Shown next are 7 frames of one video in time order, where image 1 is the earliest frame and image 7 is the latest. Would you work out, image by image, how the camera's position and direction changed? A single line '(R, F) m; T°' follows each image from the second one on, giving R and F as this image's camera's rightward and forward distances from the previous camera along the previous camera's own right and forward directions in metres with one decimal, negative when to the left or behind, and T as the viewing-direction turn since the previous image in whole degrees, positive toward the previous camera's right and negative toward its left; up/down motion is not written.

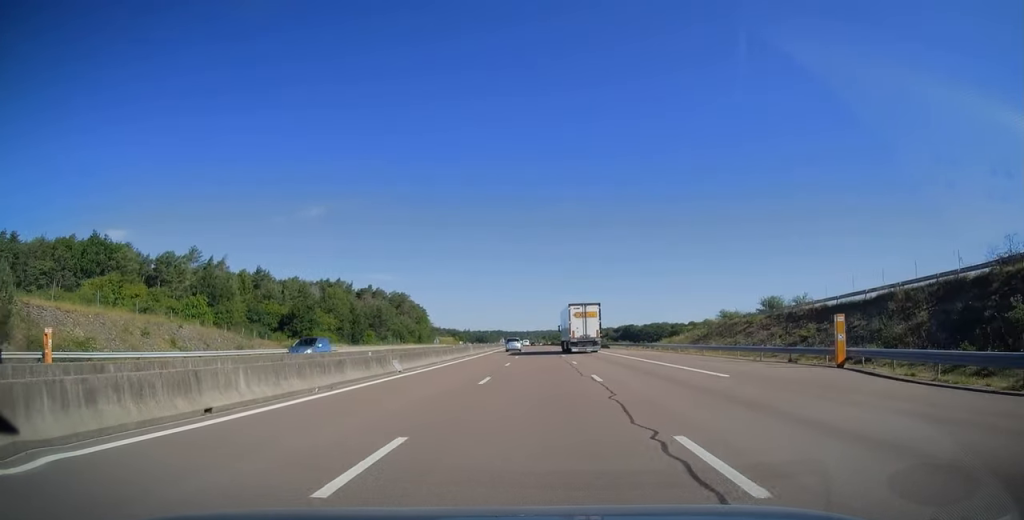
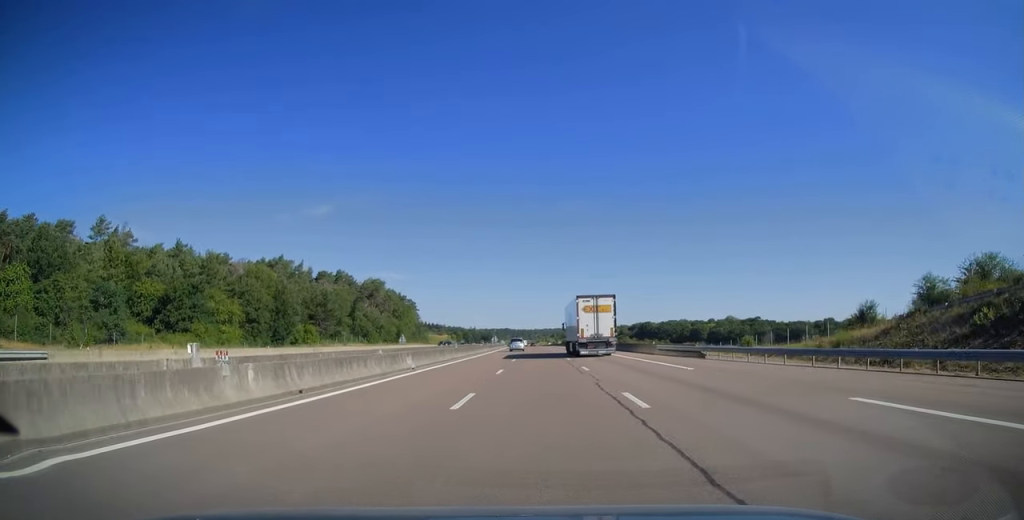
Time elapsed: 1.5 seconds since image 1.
(-0.4, +46.6) m; -1°
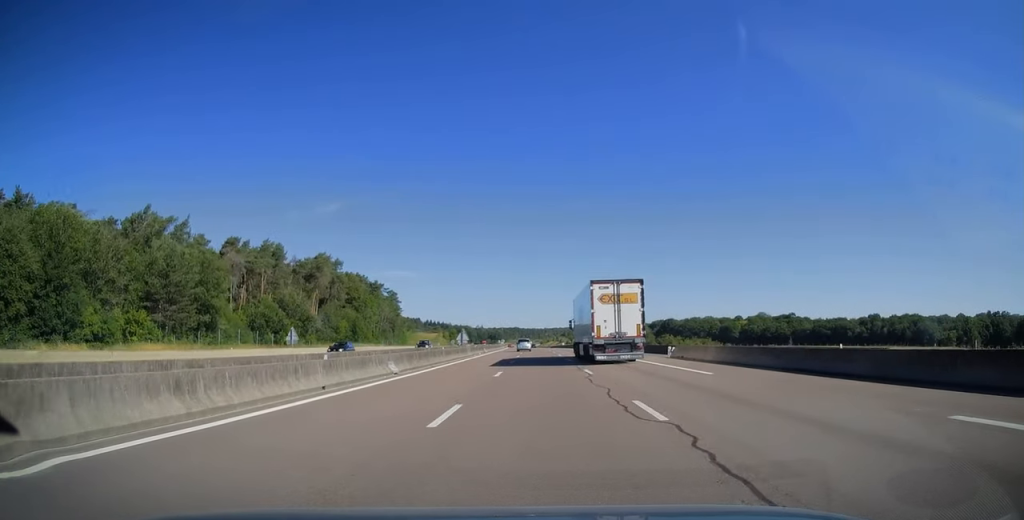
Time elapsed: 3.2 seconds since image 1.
(-0.5, +54.4) m; -1°
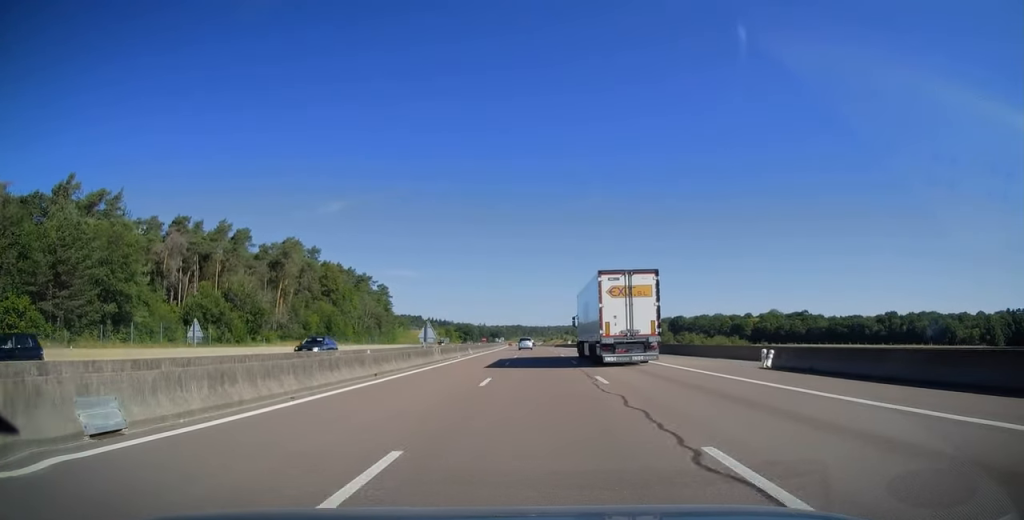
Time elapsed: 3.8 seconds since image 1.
(-0.1, +18.6) m; 0°
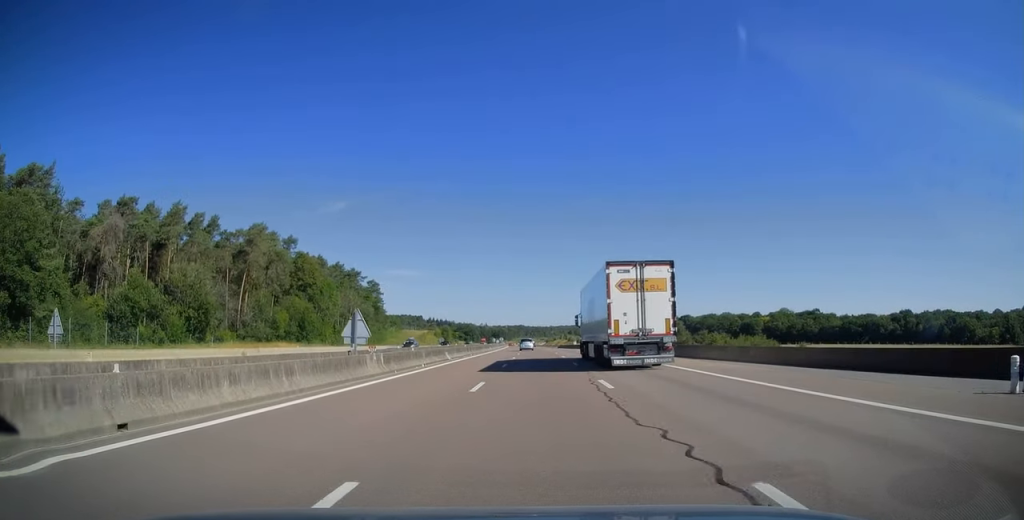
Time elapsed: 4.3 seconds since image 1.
(0.0, +15.0) m; 0°
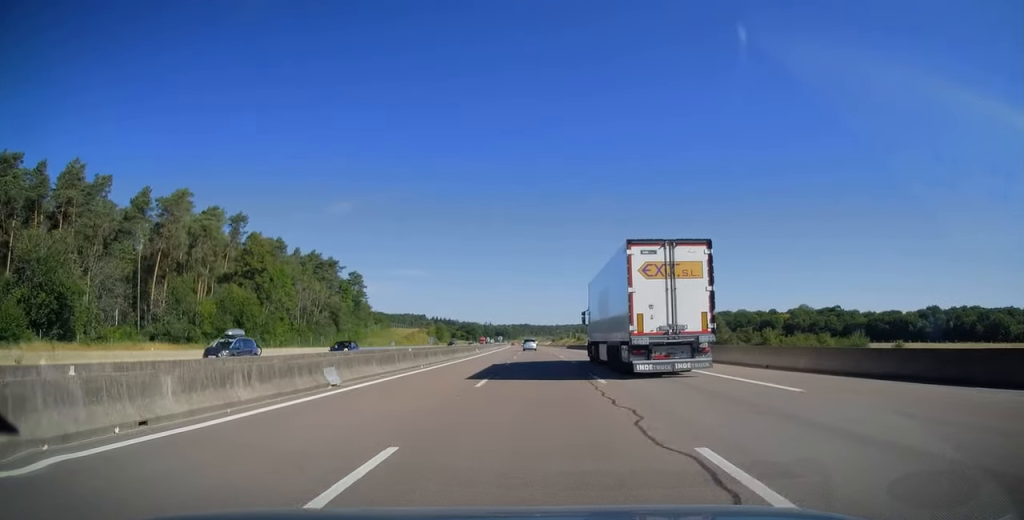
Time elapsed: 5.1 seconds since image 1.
(-0.1, +24.9) m; 0°
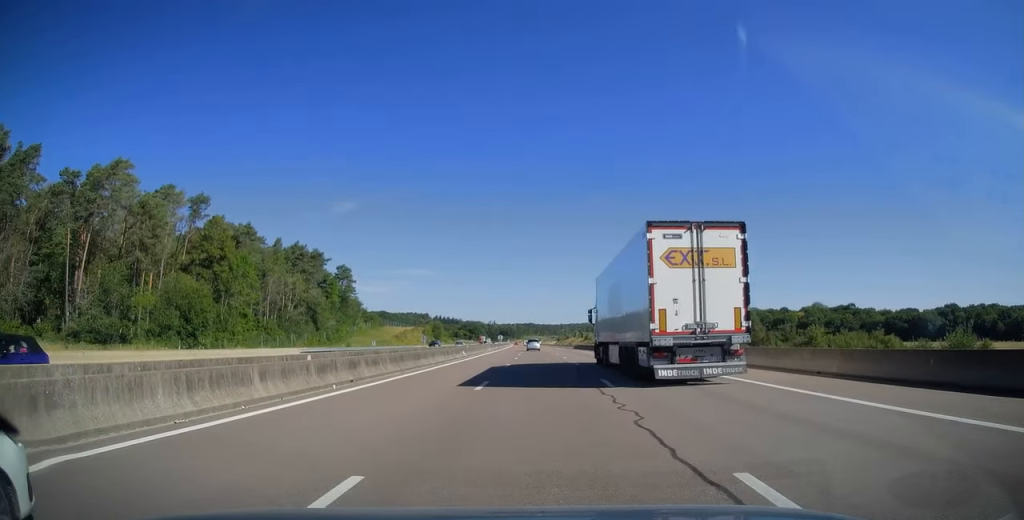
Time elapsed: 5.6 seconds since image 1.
(0.0, +14.5) m; 0°
